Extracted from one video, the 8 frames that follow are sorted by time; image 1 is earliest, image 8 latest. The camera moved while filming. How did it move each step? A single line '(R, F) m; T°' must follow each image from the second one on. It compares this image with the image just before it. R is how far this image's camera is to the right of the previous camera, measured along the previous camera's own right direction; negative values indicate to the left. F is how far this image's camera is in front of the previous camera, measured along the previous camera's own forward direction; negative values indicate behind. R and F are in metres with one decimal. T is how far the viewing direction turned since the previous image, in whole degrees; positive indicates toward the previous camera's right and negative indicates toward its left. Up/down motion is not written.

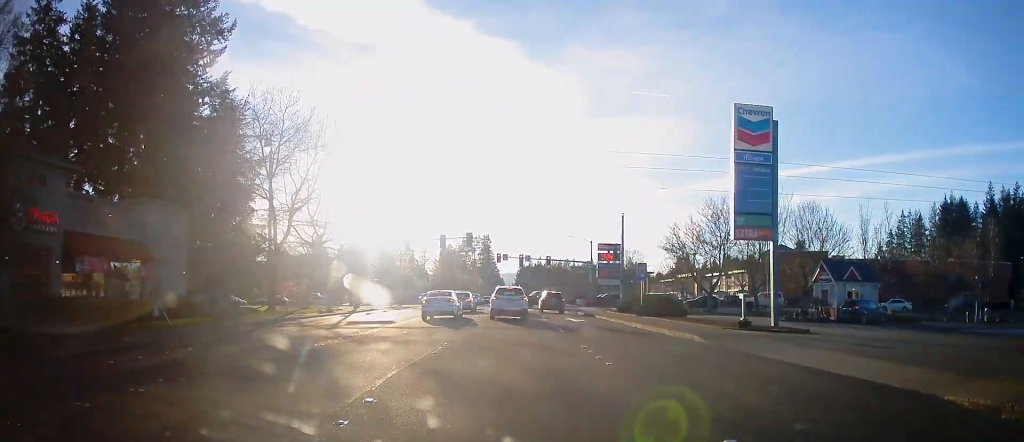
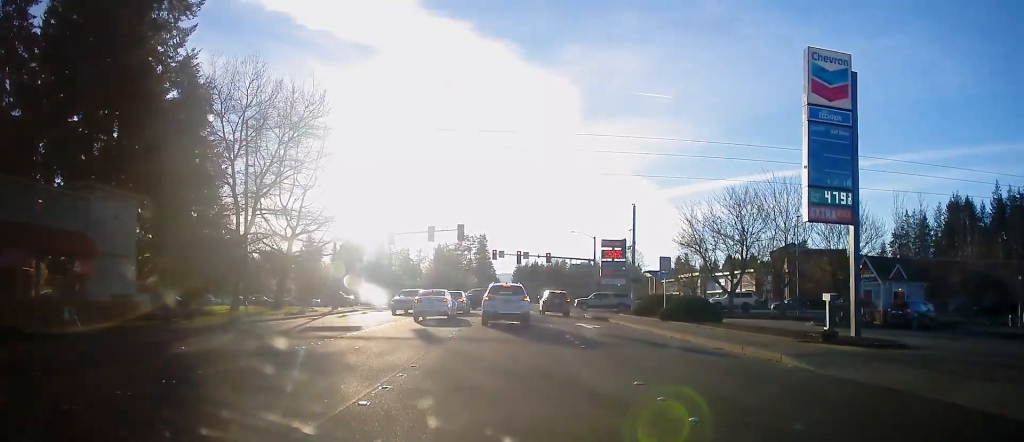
(+0.3, +6.0) m; +3°
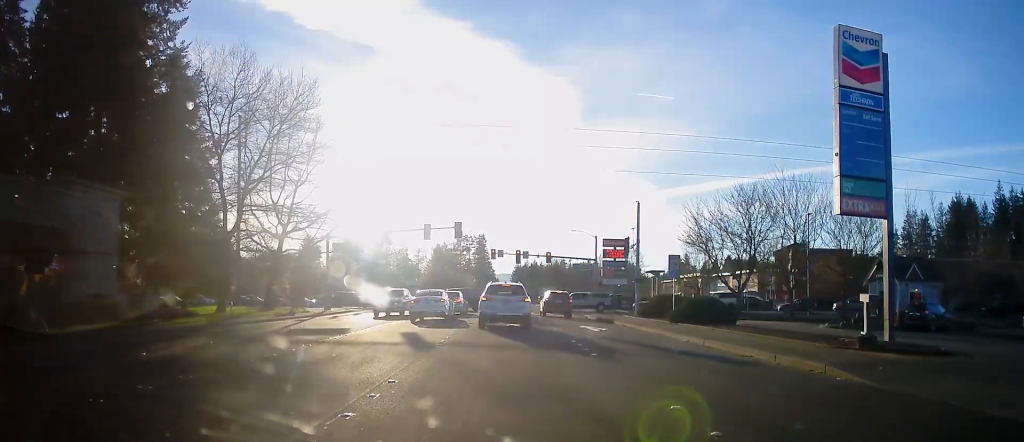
(0.0, +1.9) m; 0°
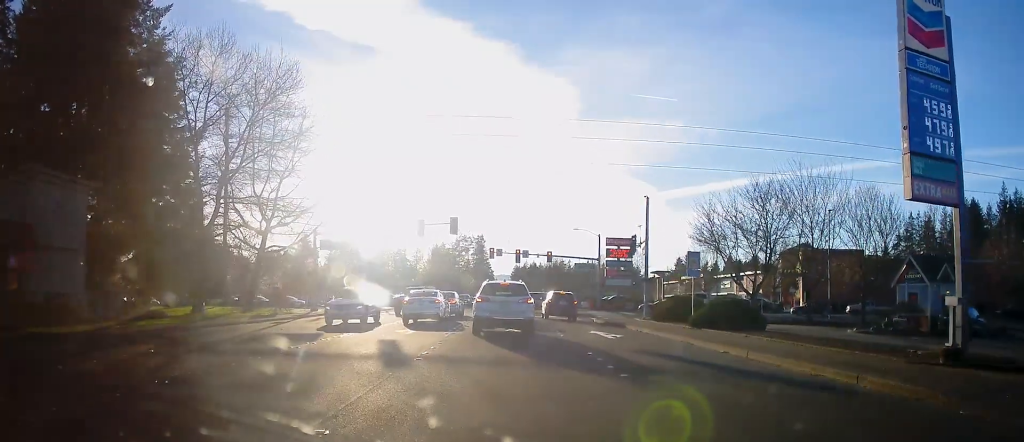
(0.0, +3.1) m; 0°
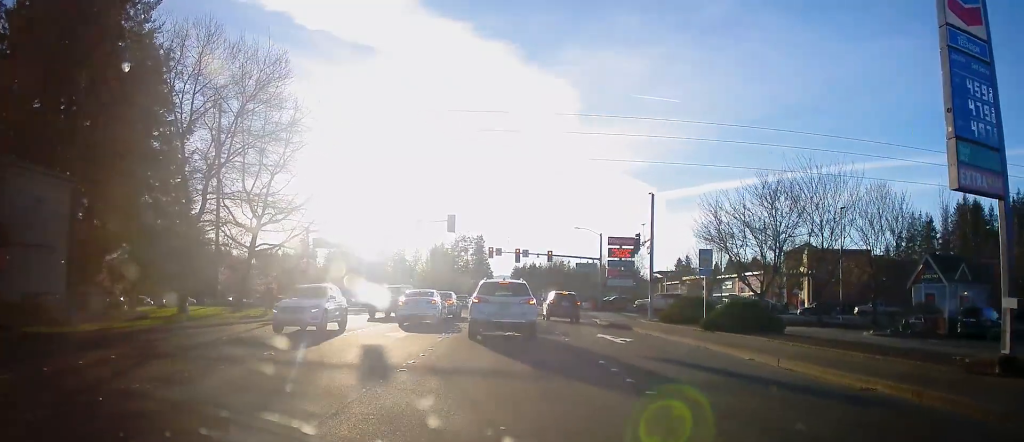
(0.0, +1.7) m; 0°
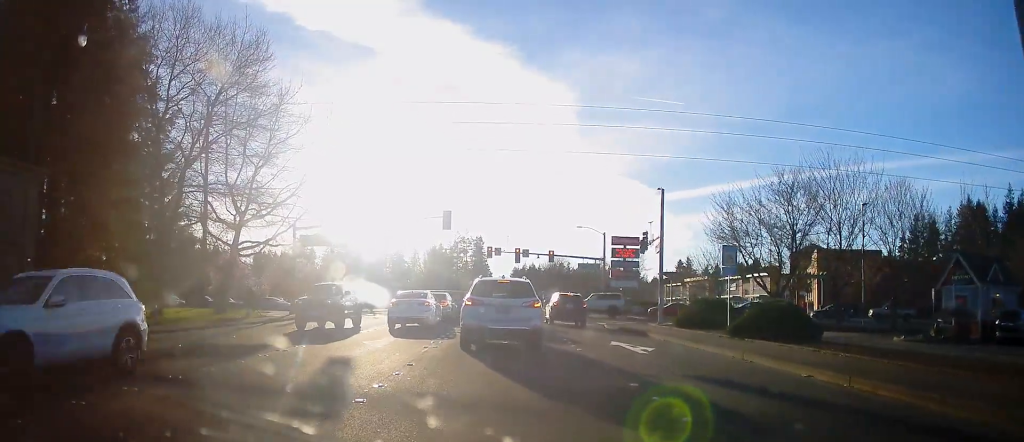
(0.0, +2.6) m; 0°
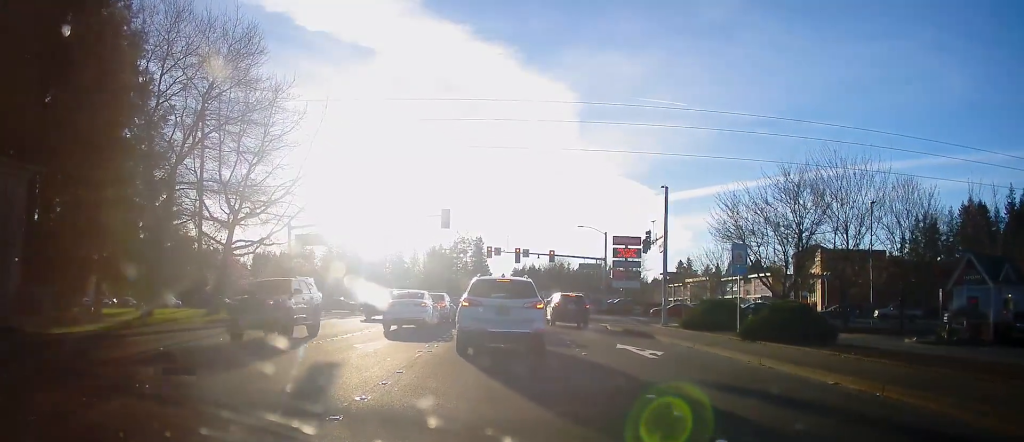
(0.0, +0.9) m; 0°
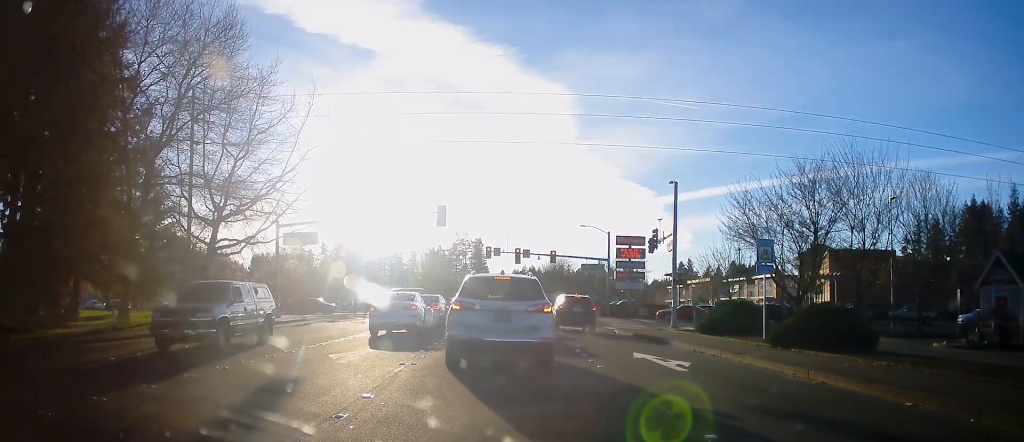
(0.0, +1.8) m; 0°
